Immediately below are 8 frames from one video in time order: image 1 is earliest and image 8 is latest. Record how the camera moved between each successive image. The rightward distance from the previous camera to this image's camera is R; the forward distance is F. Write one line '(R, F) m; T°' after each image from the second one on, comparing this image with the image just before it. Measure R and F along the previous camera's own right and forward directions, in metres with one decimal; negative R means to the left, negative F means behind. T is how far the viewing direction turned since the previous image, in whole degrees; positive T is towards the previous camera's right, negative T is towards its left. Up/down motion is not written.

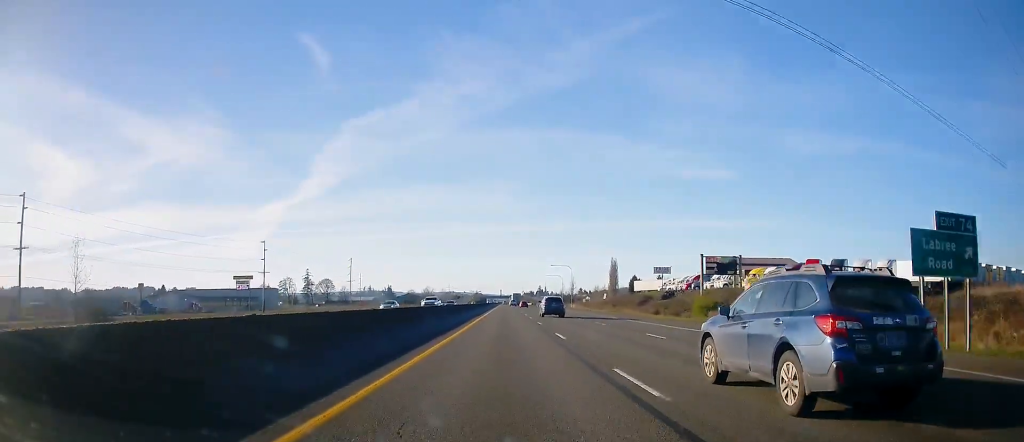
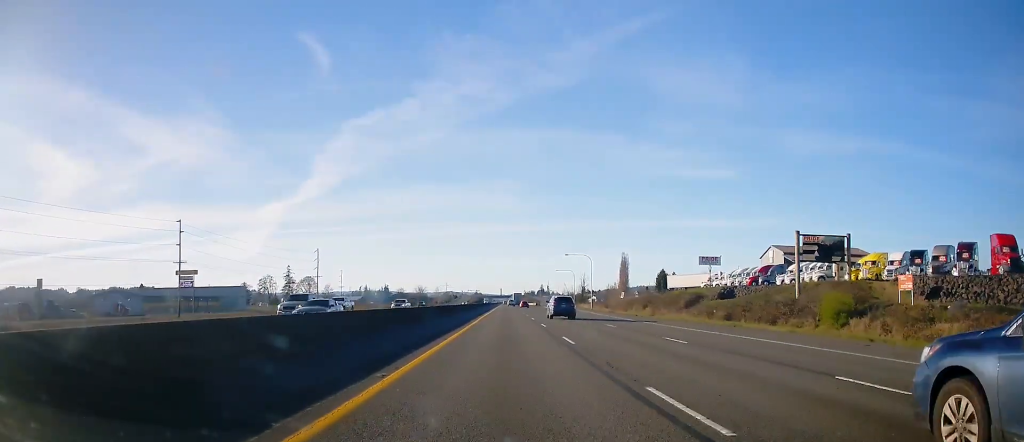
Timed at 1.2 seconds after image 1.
(-0.2, +38.9) m; 0°
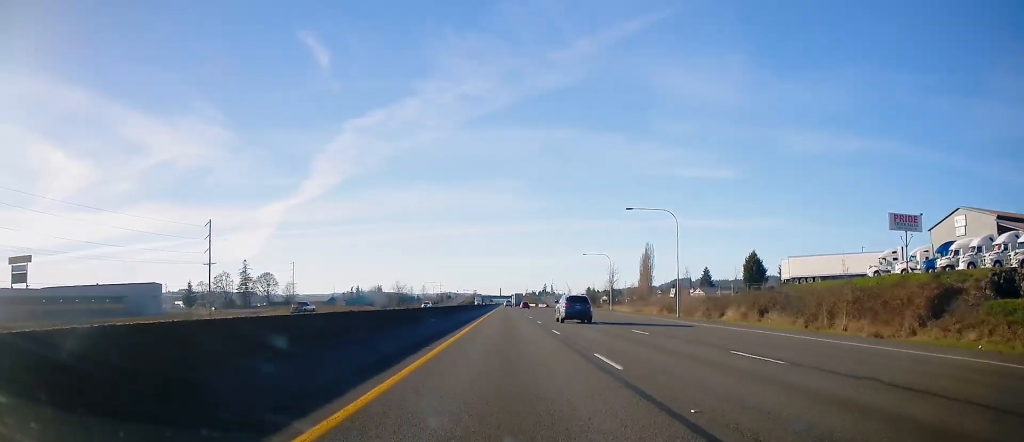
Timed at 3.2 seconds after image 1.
(-0.1, +67.7) m; 0°
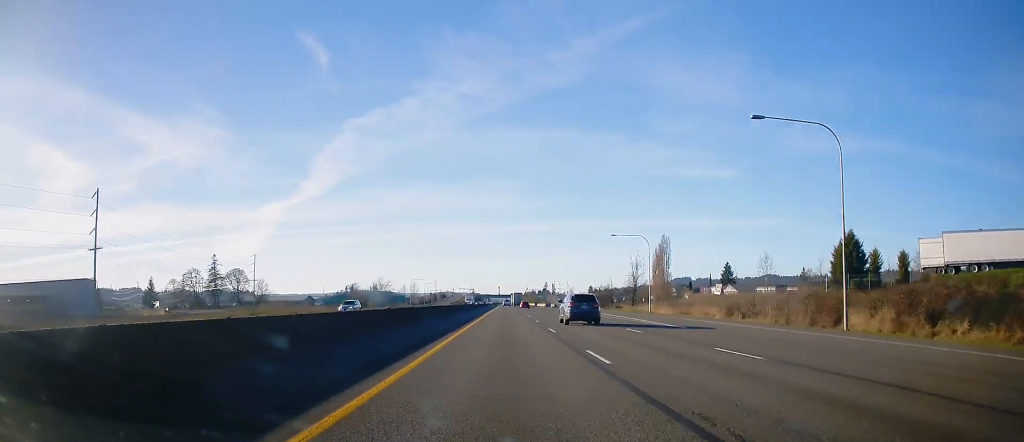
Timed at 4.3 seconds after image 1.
(+0.1, +35.5) m; 0°
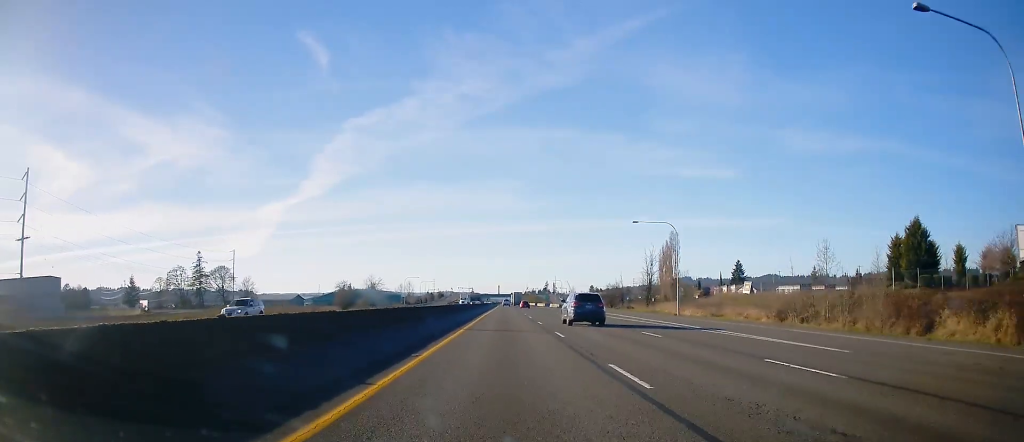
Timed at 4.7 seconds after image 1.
(+0.1, +15.5) m; 0°
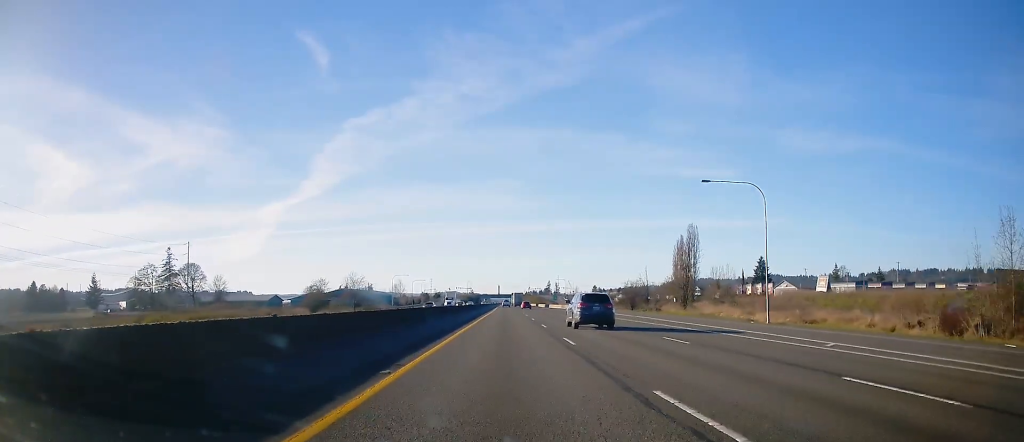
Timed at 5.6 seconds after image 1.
(-0.2, +27.7) m; 0°
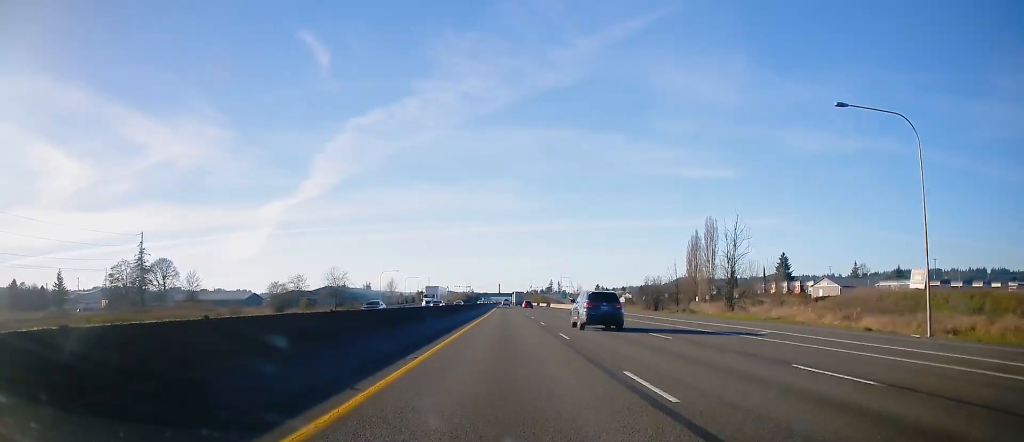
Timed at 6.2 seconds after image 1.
(0.0, +22.2) m; 0°
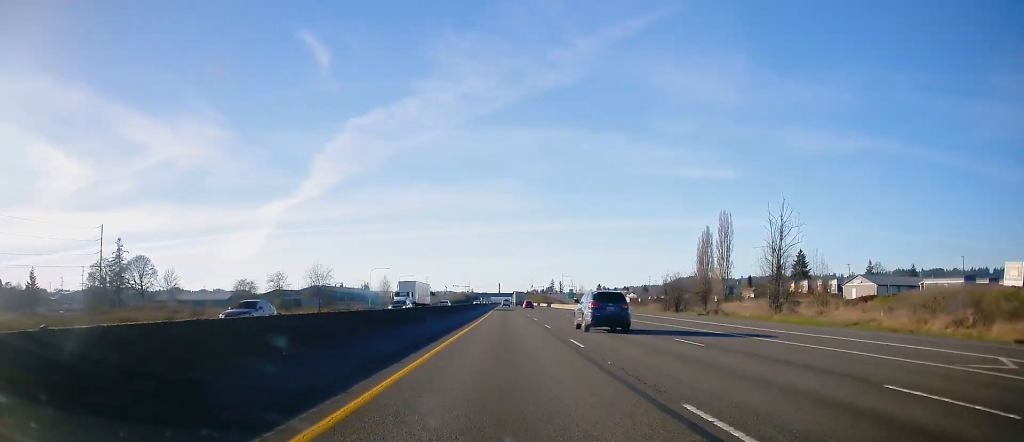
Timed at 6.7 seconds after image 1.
(0.0, +15.5) m; 0°
